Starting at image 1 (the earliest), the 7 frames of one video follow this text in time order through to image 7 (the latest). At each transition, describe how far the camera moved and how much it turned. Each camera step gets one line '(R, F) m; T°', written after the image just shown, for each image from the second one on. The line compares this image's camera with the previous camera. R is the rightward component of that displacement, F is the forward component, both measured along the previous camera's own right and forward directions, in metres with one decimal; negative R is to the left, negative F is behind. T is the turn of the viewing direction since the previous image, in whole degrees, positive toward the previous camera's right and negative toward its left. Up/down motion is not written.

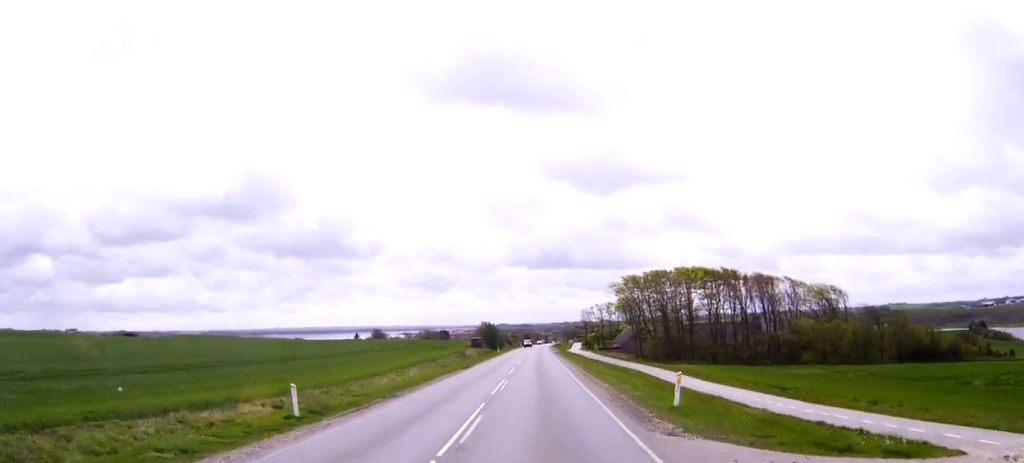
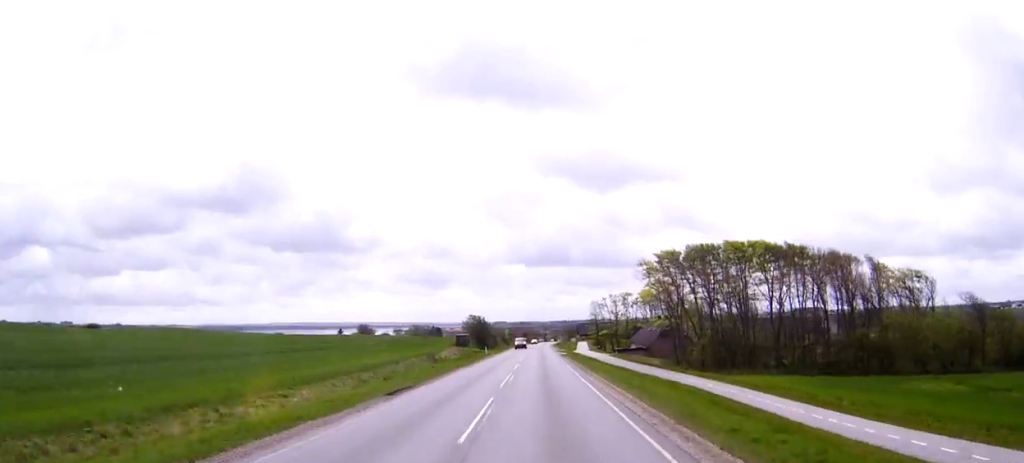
(-0.2, +28.3) m; 0°
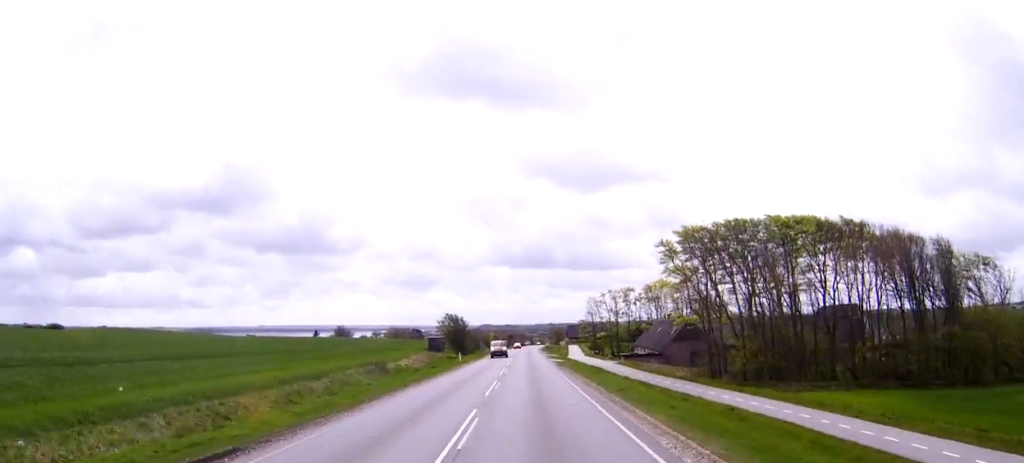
(0.0, +18.2) m; 0°
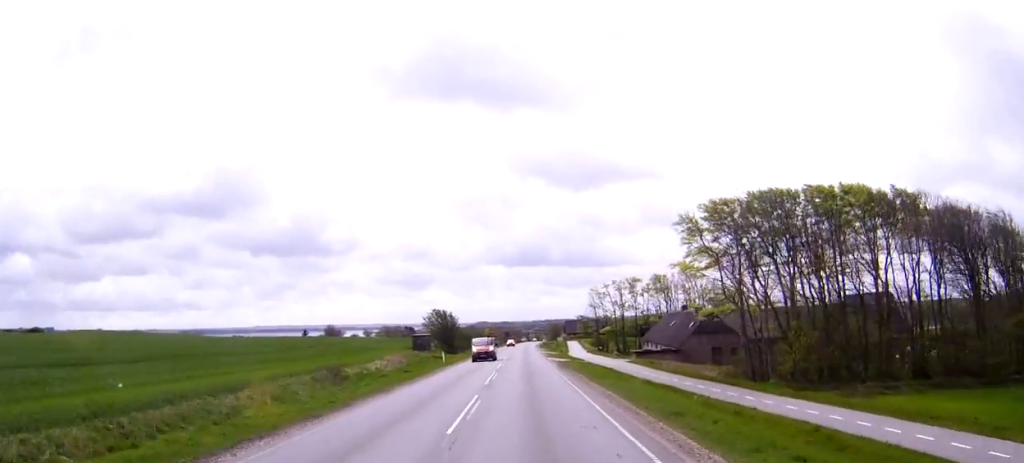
(+0.1, +10.9) m; 0°
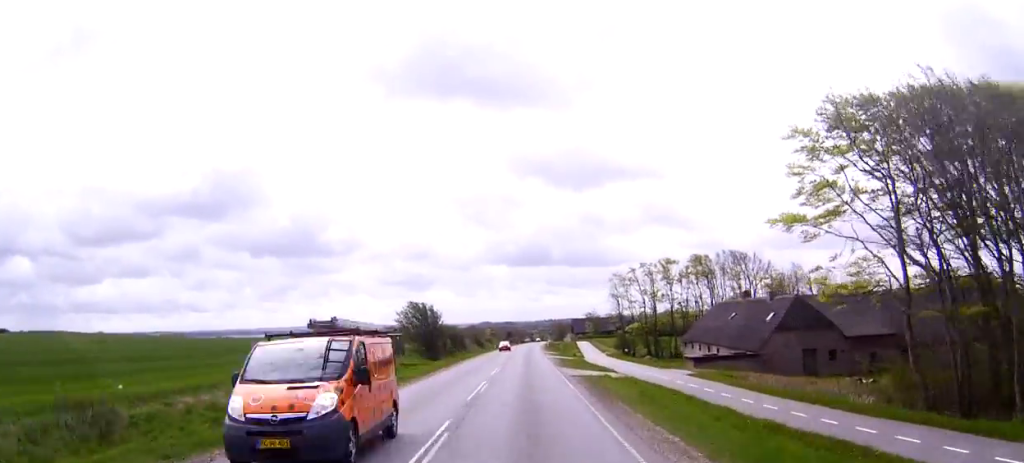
(+0.1, +22.6) m; 0°
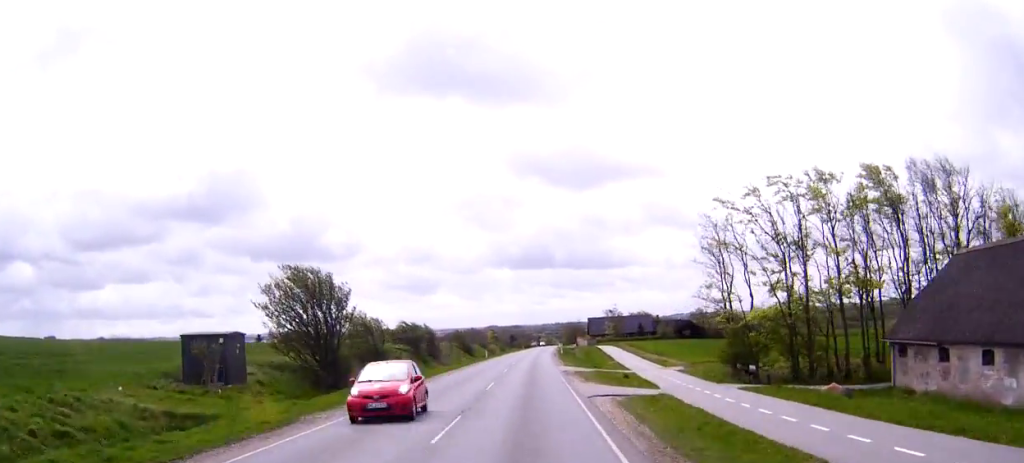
(0.0, +41.0) m; 0°
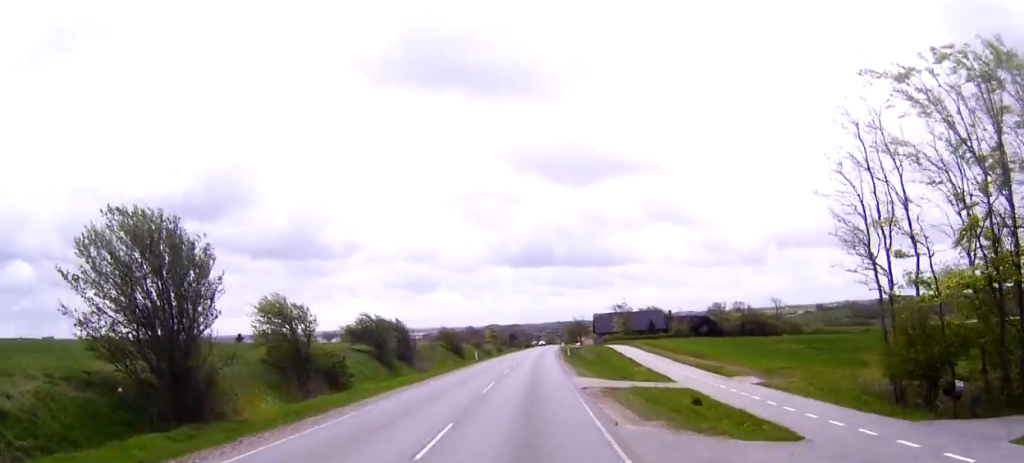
(0.0, +17.0) m; 0°
